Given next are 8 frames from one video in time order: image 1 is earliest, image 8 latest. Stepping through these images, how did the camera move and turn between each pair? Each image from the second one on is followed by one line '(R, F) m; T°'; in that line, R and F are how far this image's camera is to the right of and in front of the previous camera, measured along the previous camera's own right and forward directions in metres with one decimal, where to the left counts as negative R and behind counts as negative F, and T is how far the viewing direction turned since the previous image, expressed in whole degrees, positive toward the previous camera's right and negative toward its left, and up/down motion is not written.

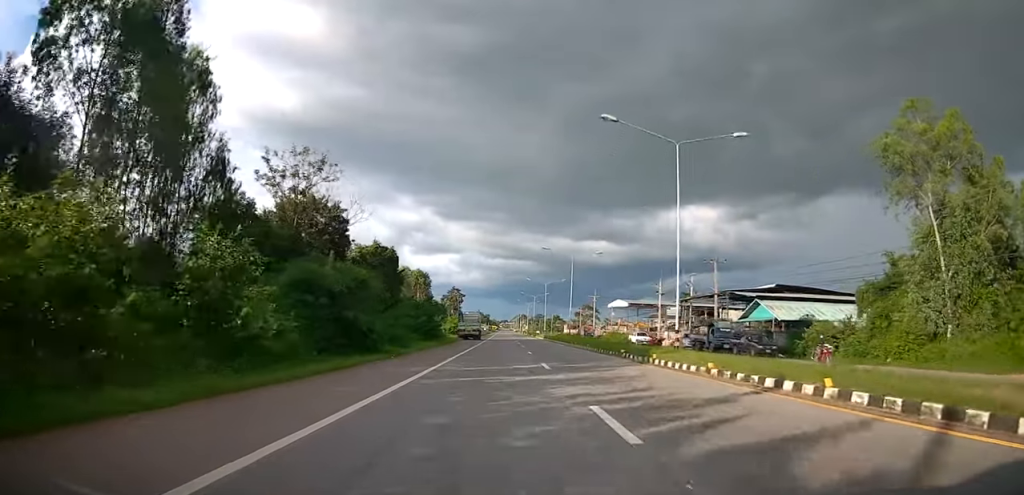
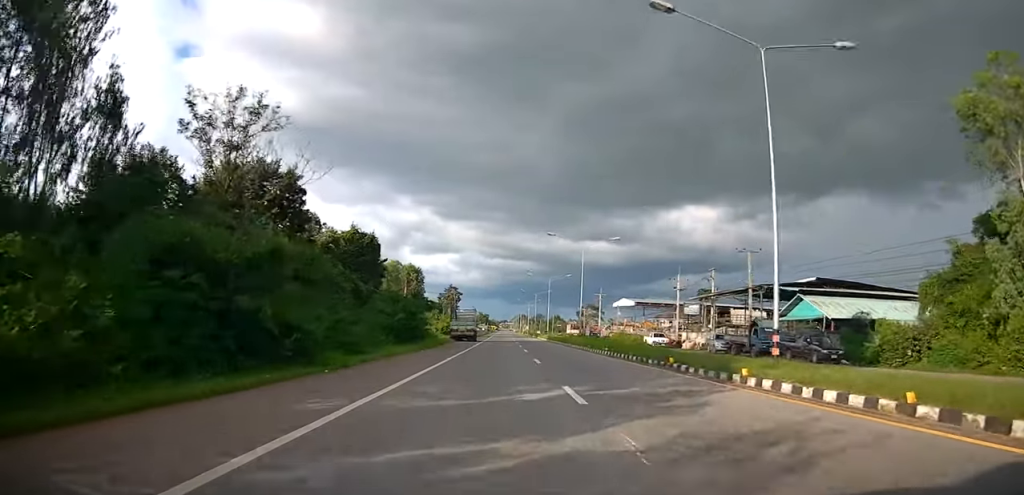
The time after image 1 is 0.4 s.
(0.0, +8.6) m; +1°
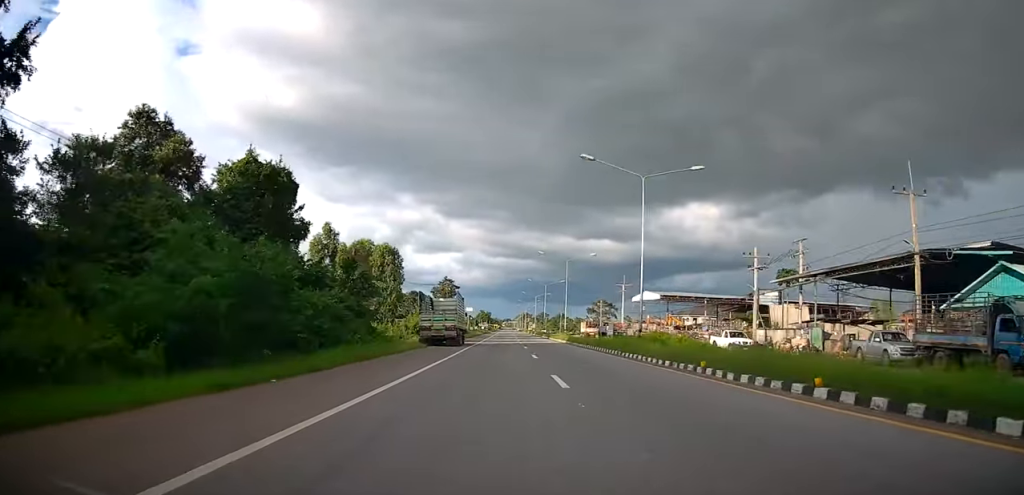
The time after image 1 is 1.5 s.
(+0.5, +22.3) m; +1°
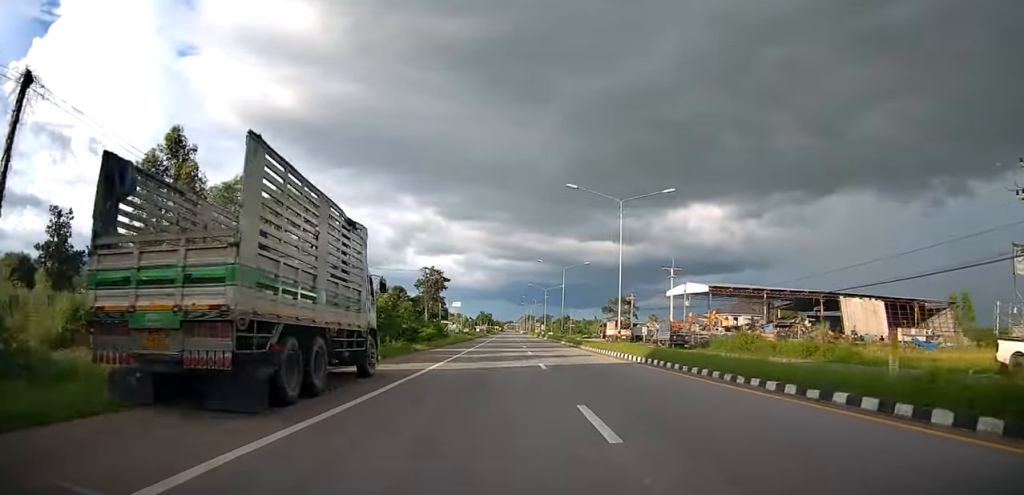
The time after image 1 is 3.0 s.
(-0.4, +30.0) m; 0°
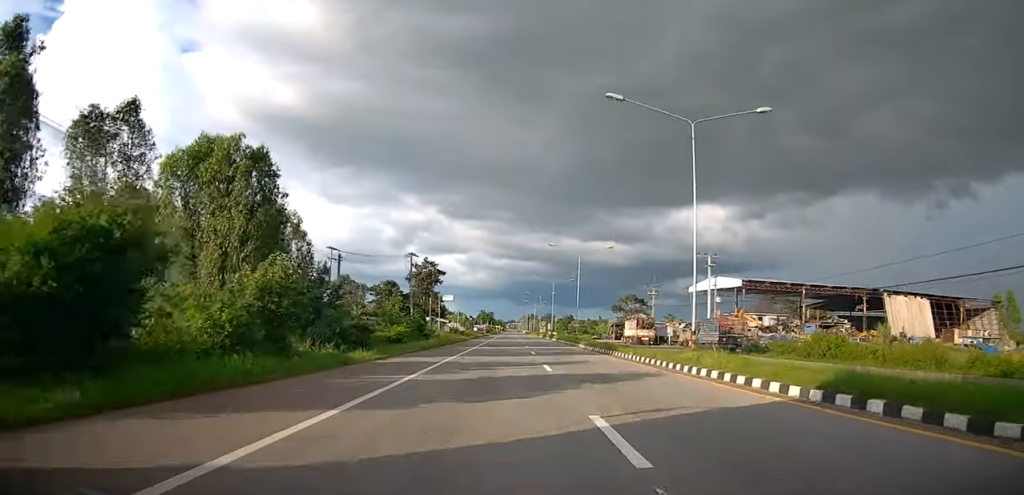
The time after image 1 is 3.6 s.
(+0.5, +13.1) m; 0°
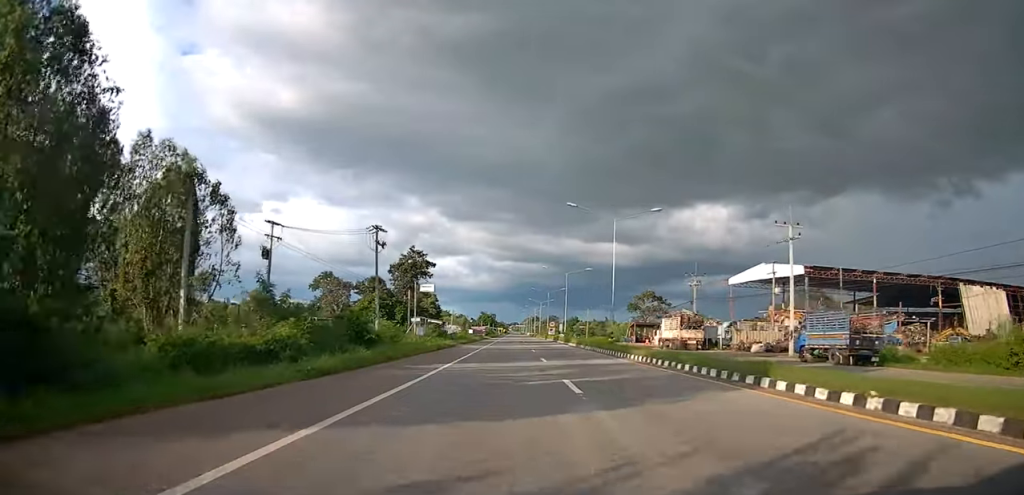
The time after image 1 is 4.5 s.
(-0.2, +17.9) m; -1°
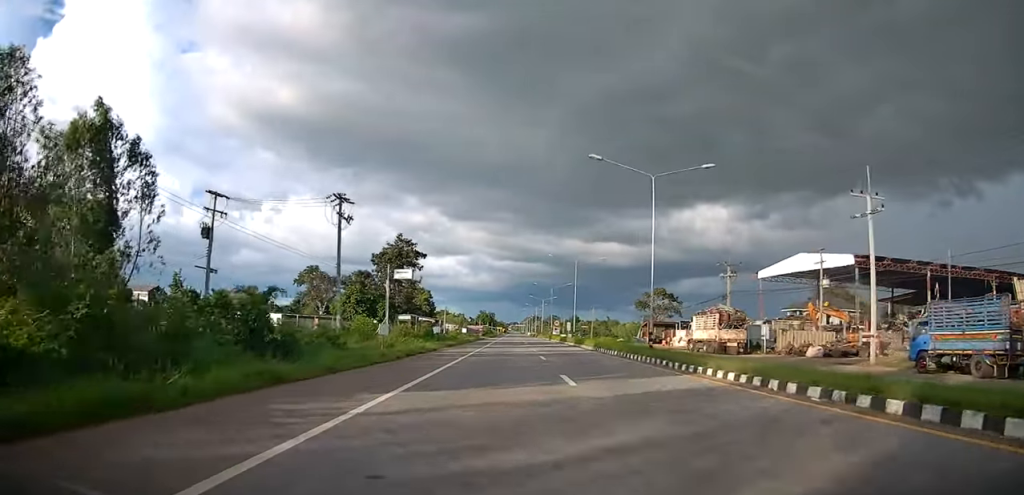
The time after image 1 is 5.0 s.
(-0.2, +10.4) m; -1°
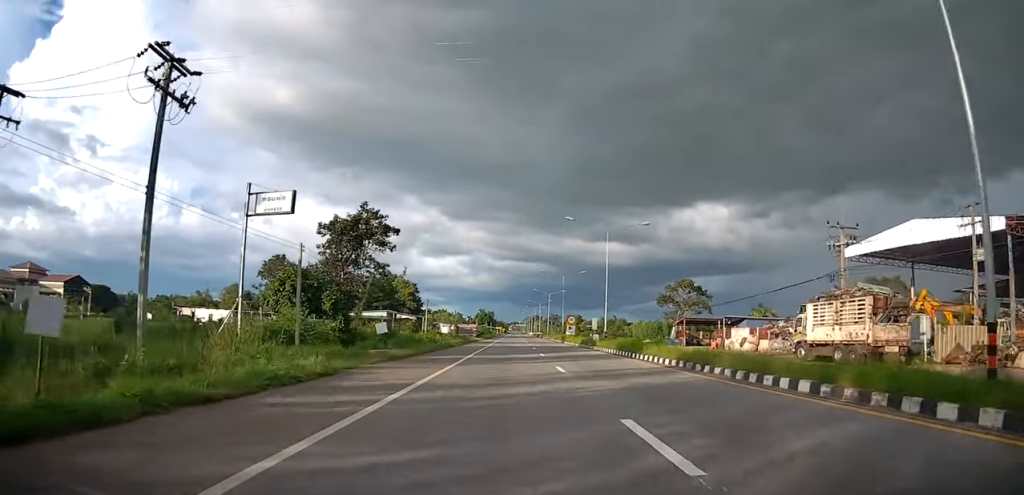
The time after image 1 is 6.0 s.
(0.0, +20.2) m; 0°
